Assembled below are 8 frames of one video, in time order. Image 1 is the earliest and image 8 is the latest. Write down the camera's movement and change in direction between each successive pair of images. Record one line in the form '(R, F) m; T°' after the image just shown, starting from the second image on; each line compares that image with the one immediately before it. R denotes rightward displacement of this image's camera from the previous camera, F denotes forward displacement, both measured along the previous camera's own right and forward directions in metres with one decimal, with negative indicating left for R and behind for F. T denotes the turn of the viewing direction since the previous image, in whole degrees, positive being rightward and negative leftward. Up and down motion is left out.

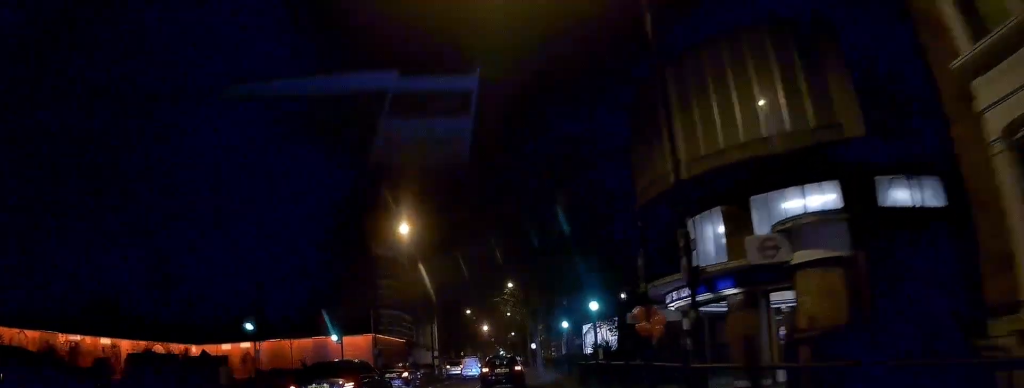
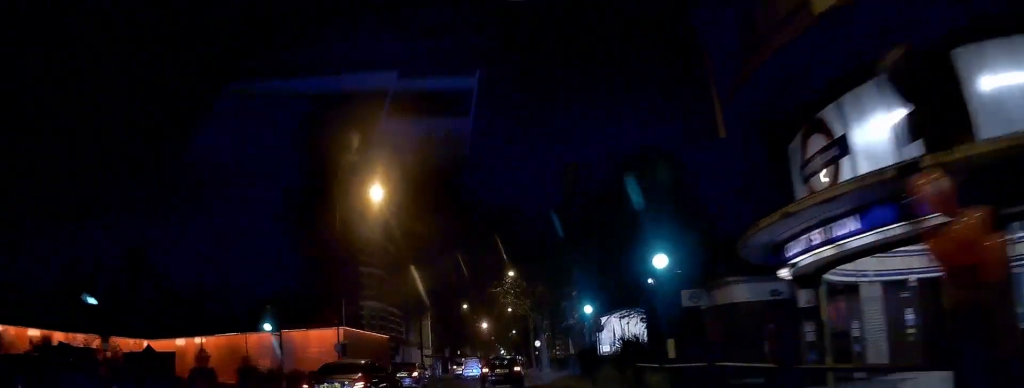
(0.0, +8.6) m; 0°
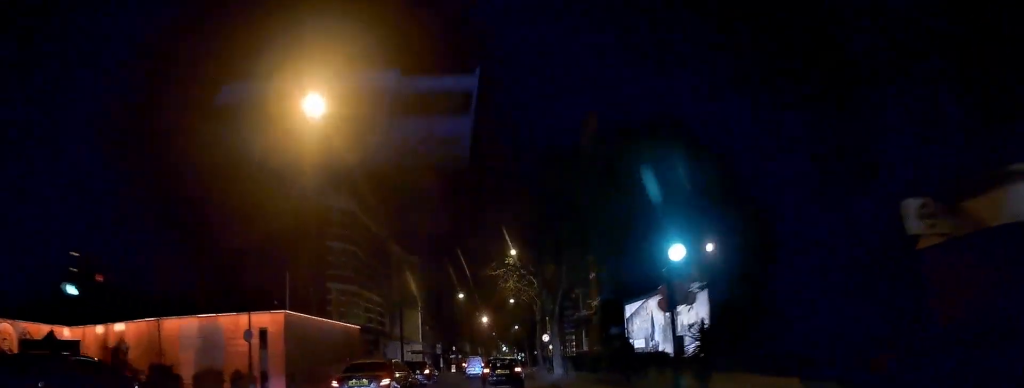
(+0.2, +11.0) m; +1°
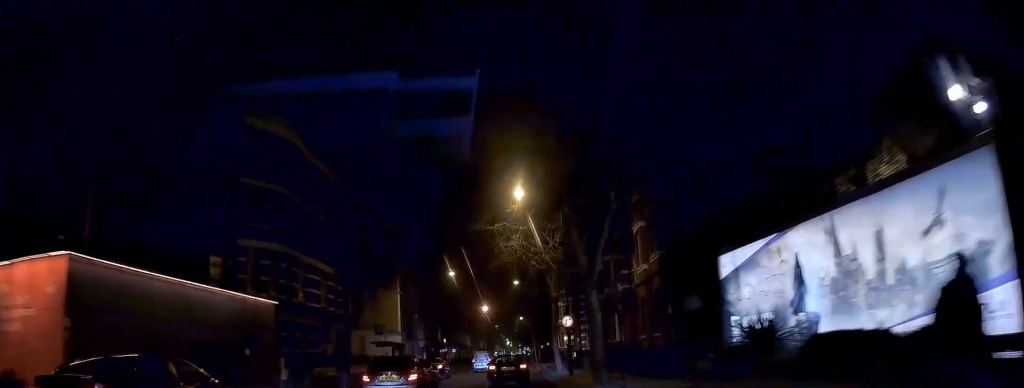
(-0.1, +16.2) m; 0°
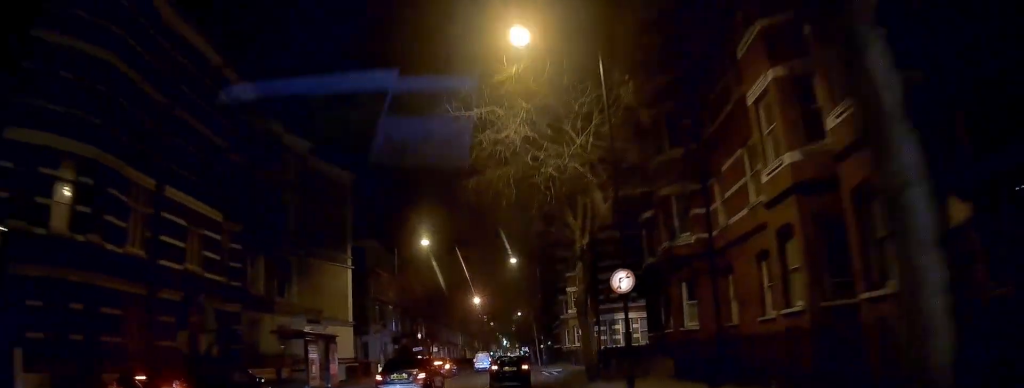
(+0.2, +16.9) m; +1°
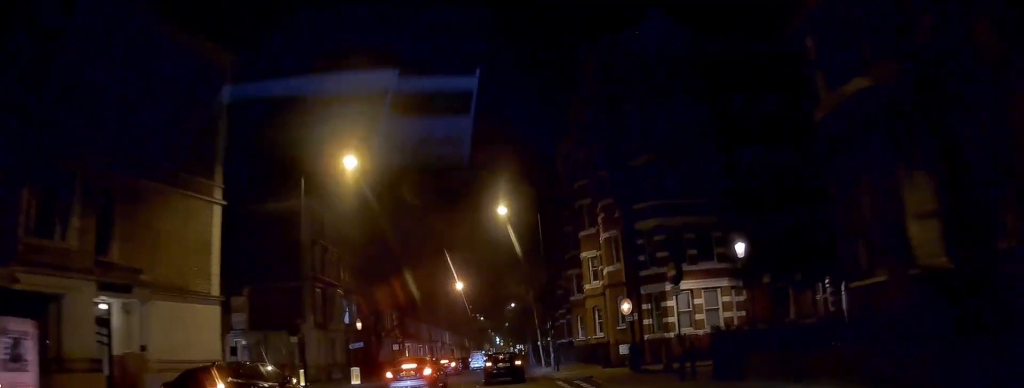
(-0.2, +19.0) m; -1°
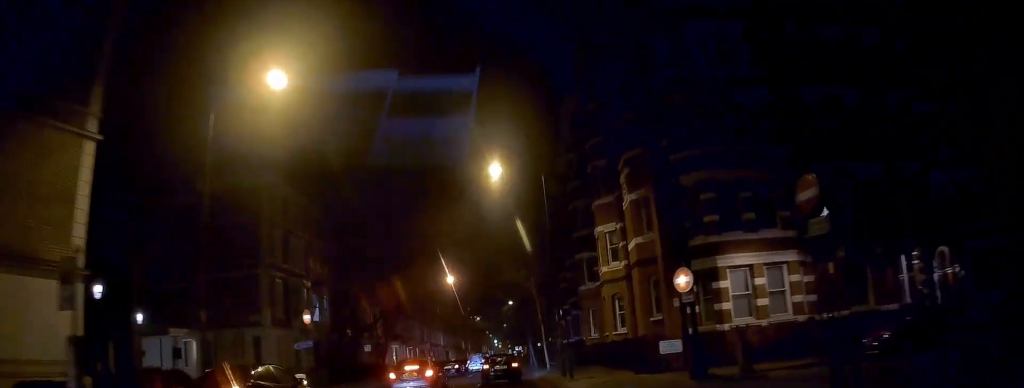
(0.0, +8.6) m; 0°
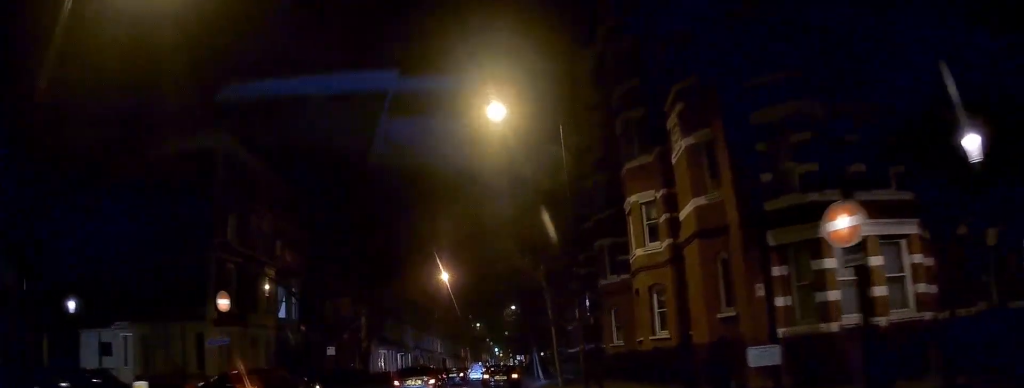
(0.0, +8.1) m; +1°
